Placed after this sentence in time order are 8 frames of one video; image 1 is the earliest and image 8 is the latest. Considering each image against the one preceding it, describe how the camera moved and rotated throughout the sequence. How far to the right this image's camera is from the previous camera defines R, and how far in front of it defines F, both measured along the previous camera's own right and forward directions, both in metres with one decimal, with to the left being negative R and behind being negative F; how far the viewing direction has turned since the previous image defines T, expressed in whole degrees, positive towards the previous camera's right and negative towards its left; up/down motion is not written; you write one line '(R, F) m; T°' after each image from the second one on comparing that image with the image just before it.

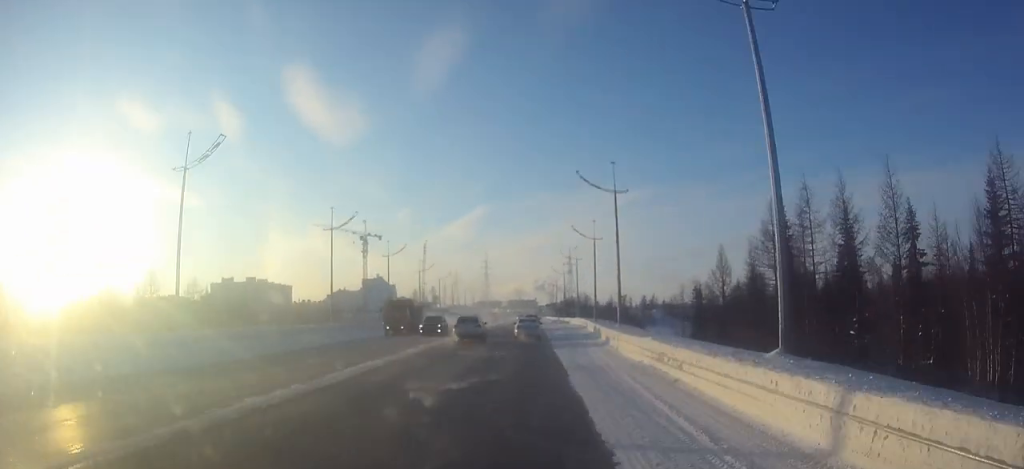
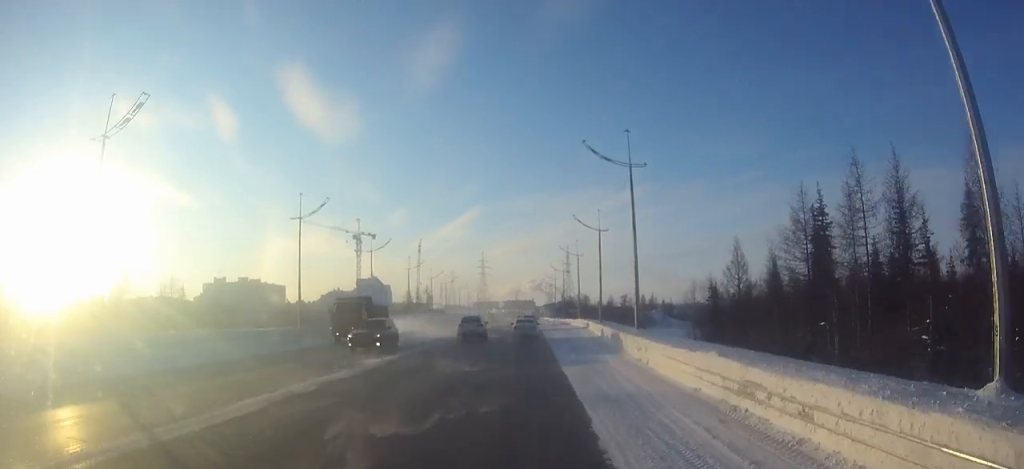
(0.0, +7.1) m; 0°
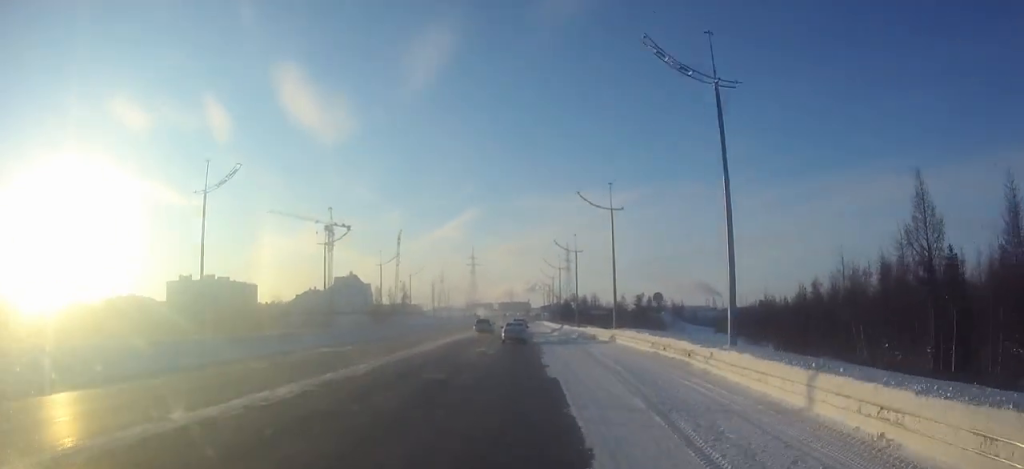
(0.0, +37.7) m; 0°
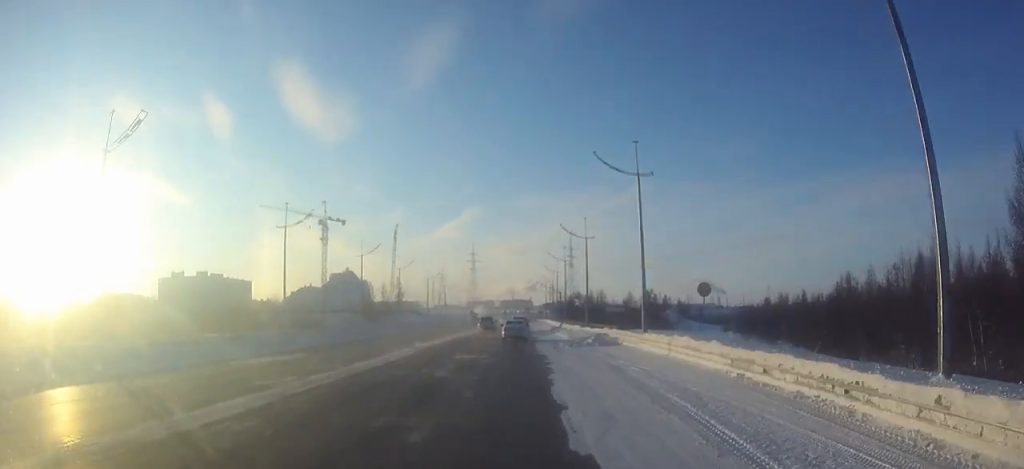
(0.0, +10.4) m; 0°
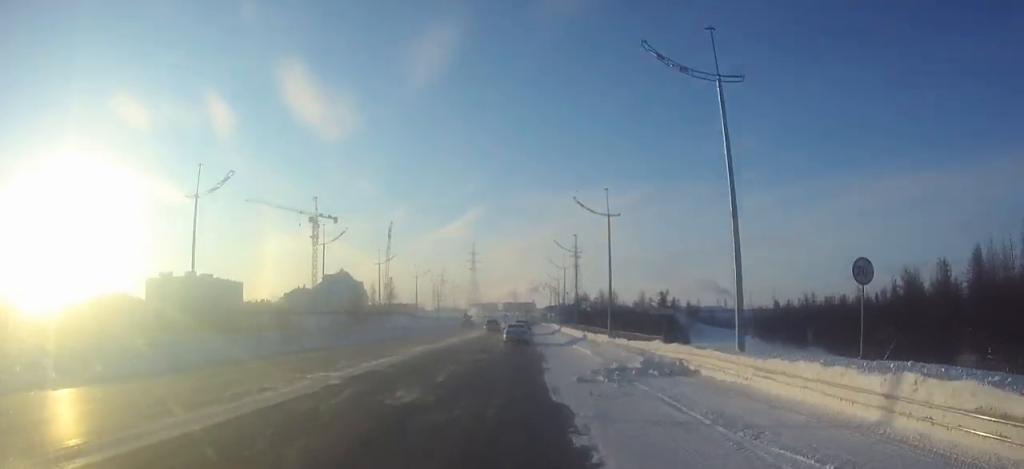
(-0.1, +14.7) m; 0°
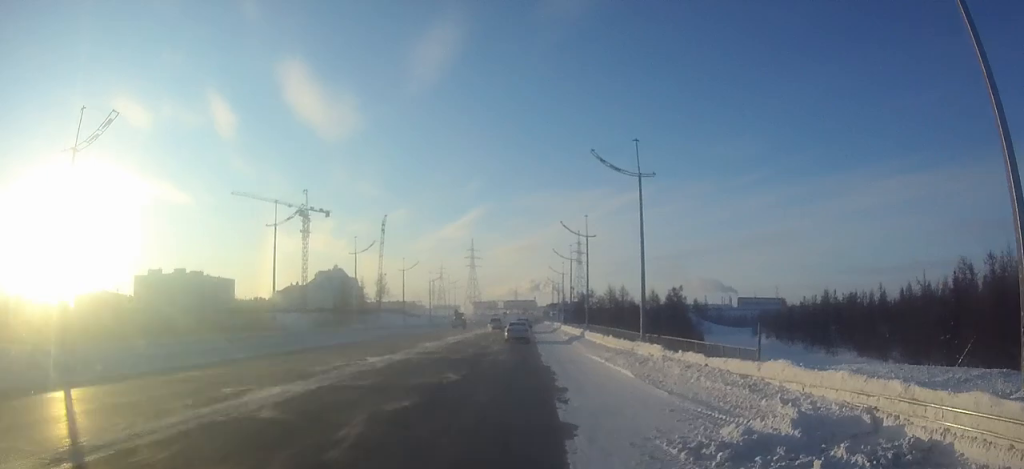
(0.0, +12.0) m; 0°
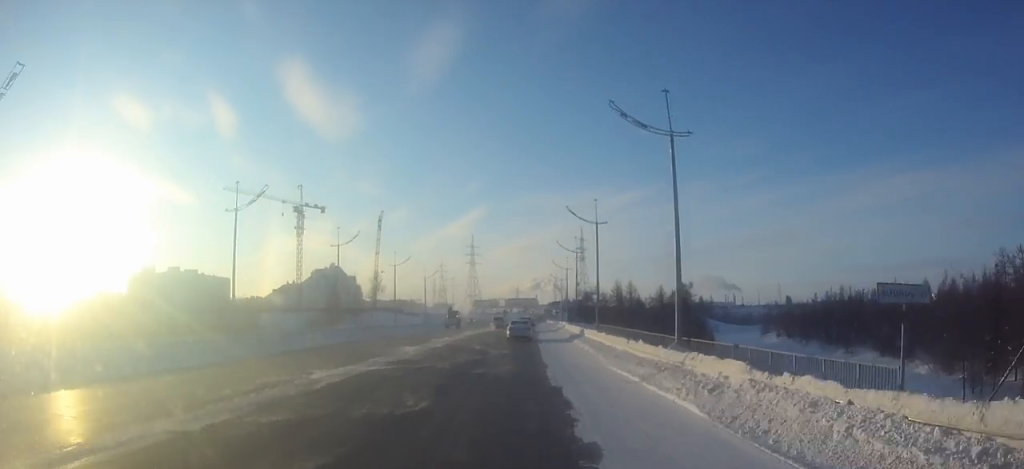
(0.0, +7.1) m; 0°
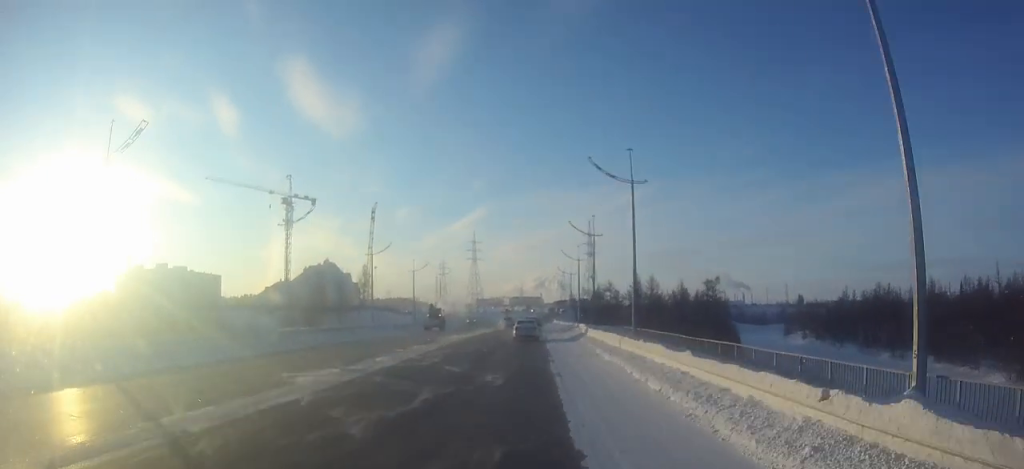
(0.0, +15.3) m; 0°
